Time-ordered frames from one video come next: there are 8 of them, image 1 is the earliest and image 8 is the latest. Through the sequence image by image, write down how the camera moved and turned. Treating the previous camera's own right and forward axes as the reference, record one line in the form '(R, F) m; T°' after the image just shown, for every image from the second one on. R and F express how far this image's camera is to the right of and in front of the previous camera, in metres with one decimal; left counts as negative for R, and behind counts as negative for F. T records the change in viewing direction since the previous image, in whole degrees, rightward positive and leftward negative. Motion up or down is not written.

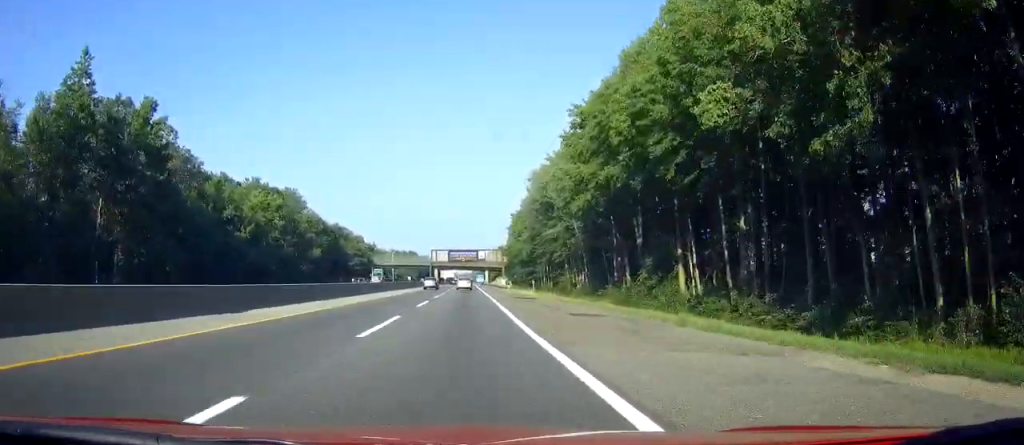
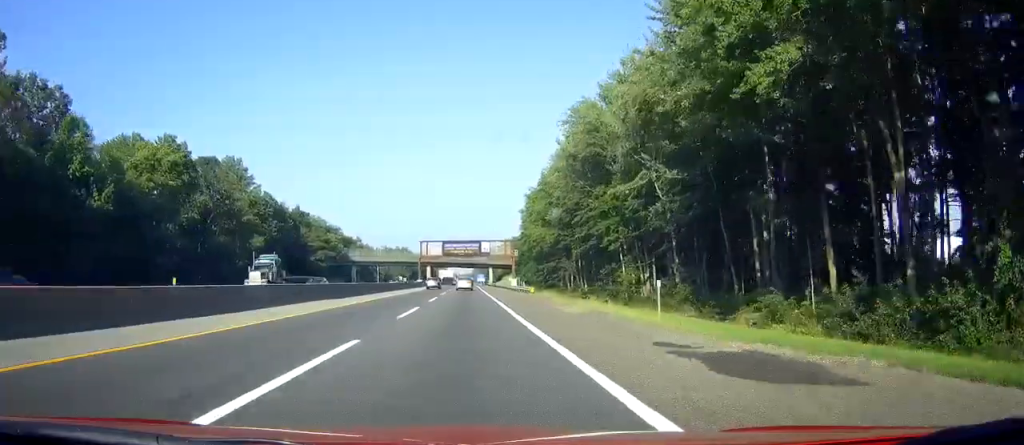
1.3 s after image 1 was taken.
(-0.3, +39.2) m; -1°
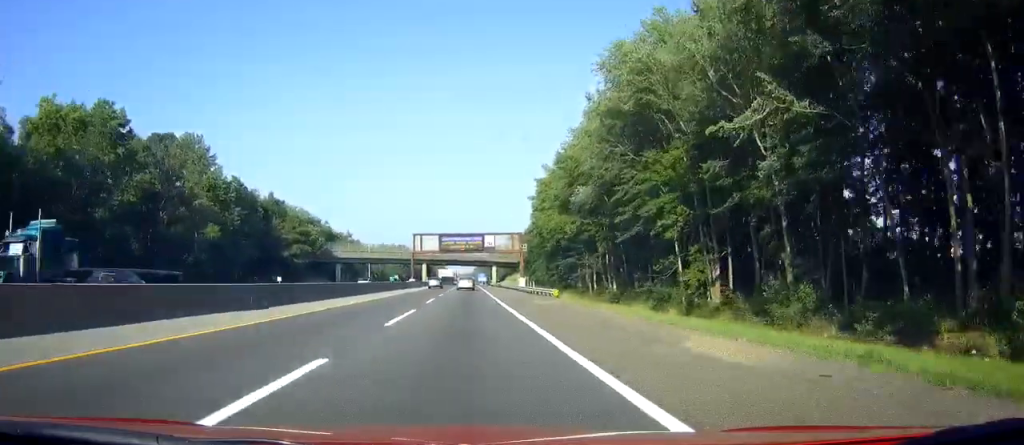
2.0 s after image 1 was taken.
(0.0, +18.7) m; 0°
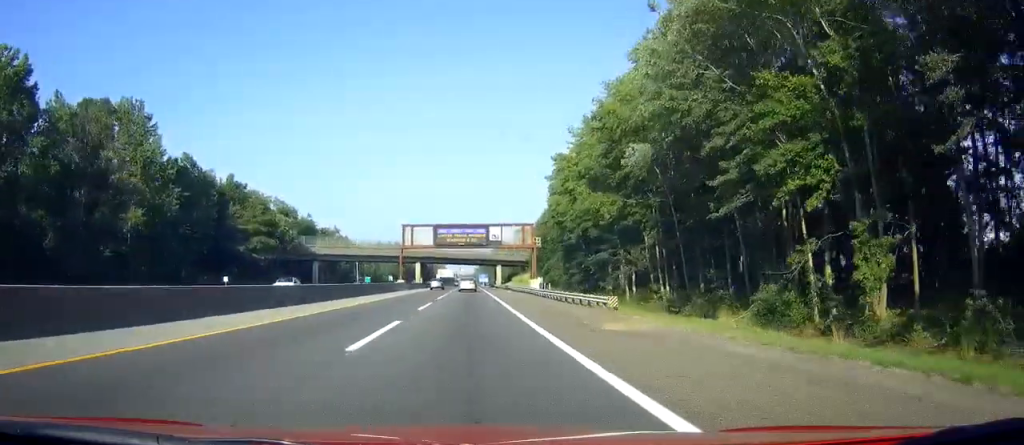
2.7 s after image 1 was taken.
(+0.1, +20.6) m; 0°
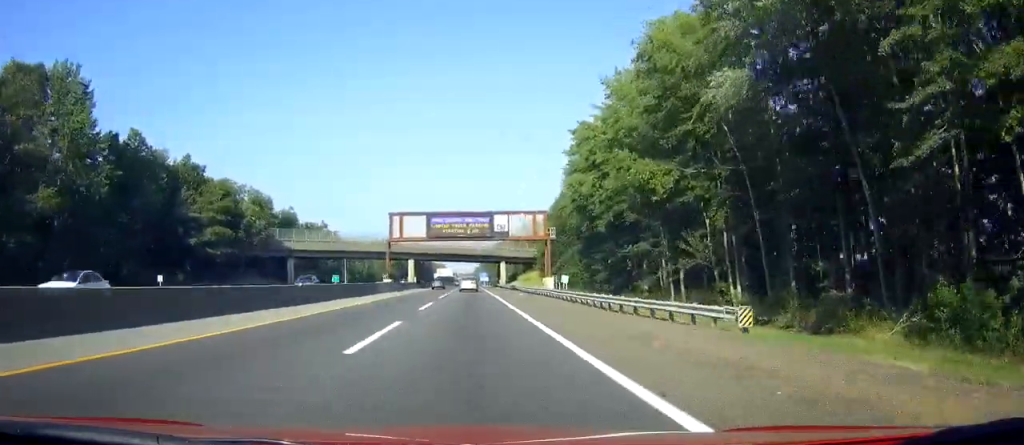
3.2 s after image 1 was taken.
(0.0, +15.7) m; 0°
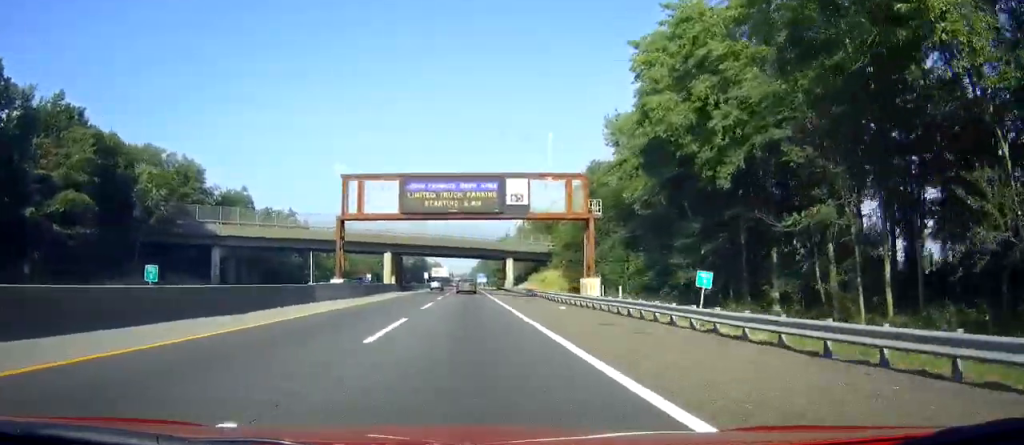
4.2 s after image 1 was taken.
(0.0, +28.7) m; +1°
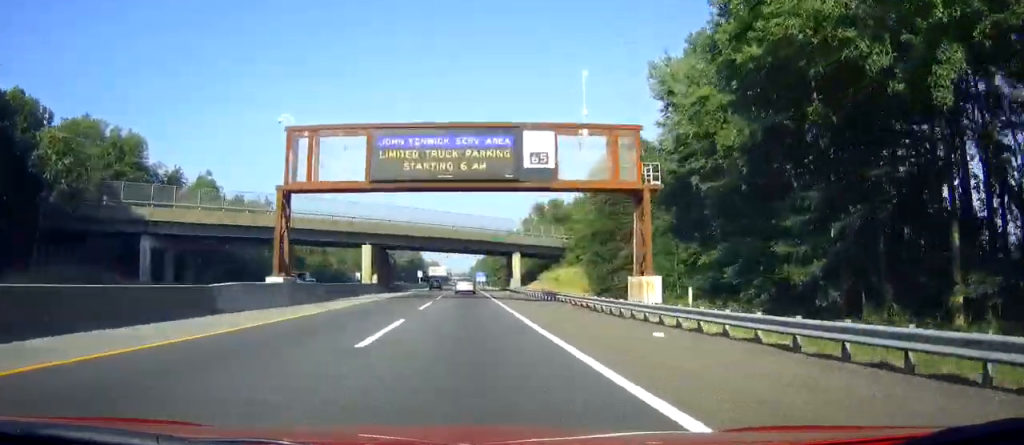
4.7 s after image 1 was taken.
(+0.2, +15.9) m; 0°
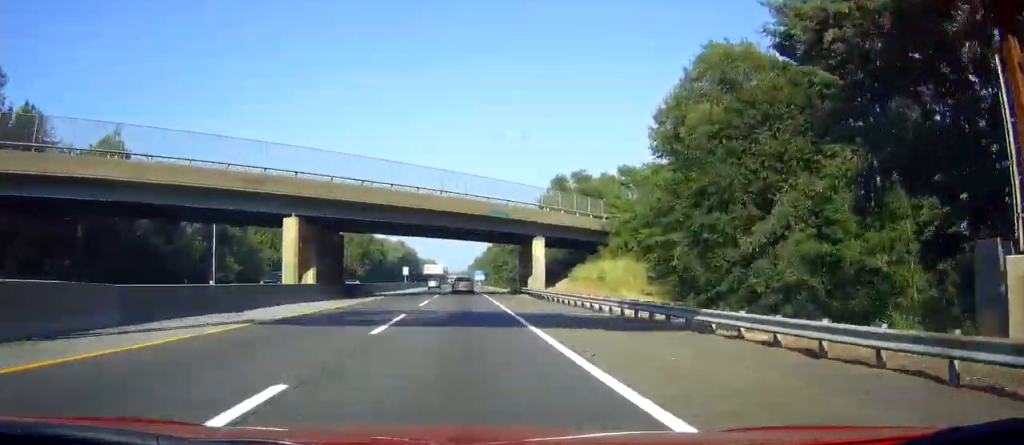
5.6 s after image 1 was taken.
(+0.2, +27.8) m; +1°
